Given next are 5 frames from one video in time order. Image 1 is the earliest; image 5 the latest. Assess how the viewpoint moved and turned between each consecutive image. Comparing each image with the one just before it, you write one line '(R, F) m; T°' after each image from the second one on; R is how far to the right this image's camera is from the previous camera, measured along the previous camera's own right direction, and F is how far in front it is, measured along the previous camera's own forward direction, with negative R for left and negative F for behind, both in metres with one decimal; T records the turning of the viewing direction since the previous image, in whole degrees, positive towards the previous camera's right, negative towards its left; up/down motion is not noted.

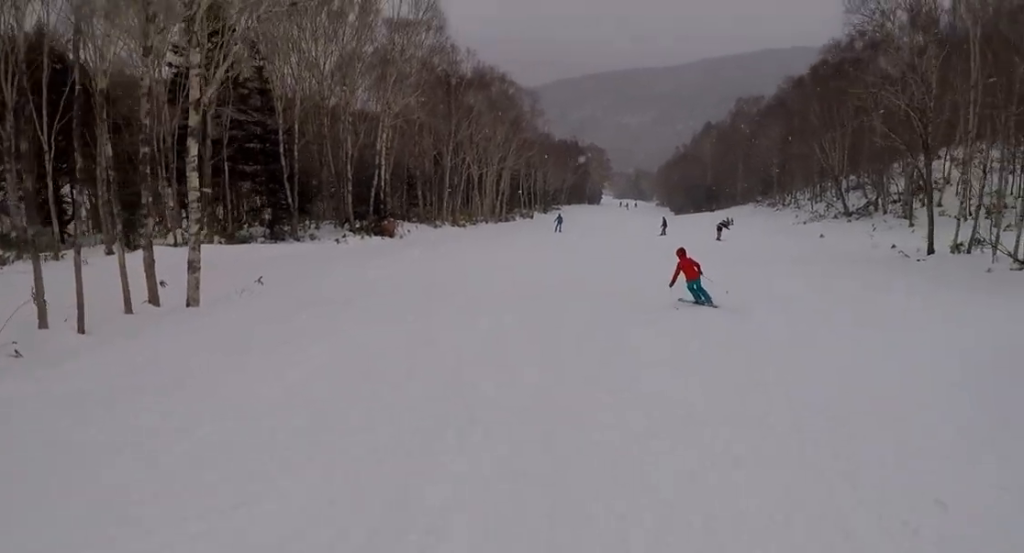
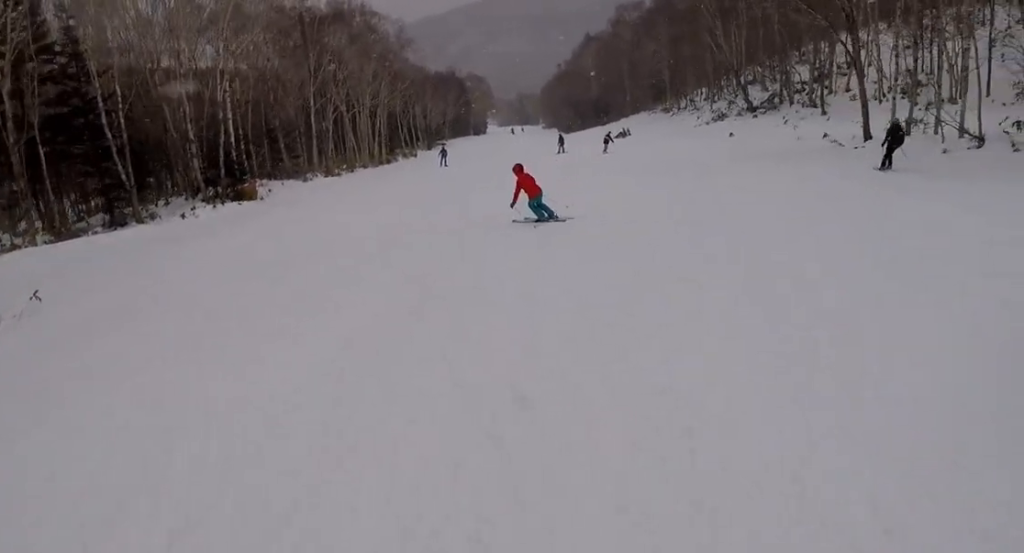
(+0.3, +4.8) m; +6°
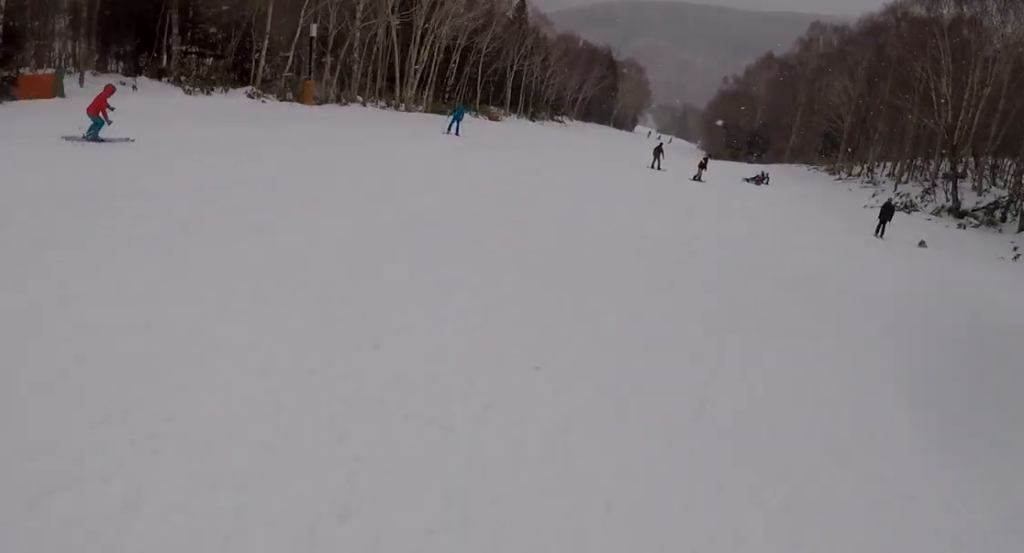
(+1.3, +21.1) m; +4°
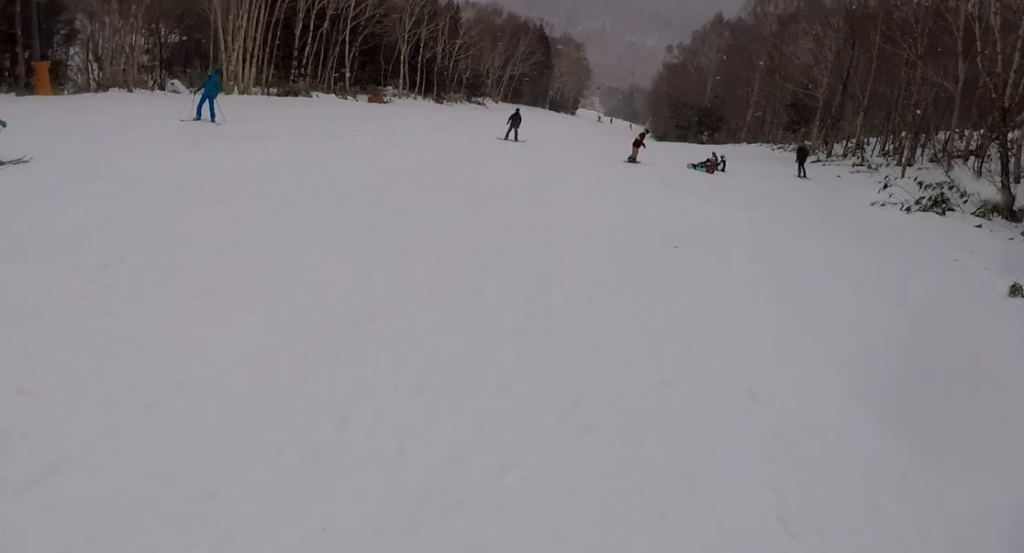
(-0.7, +14.1) m; -7°
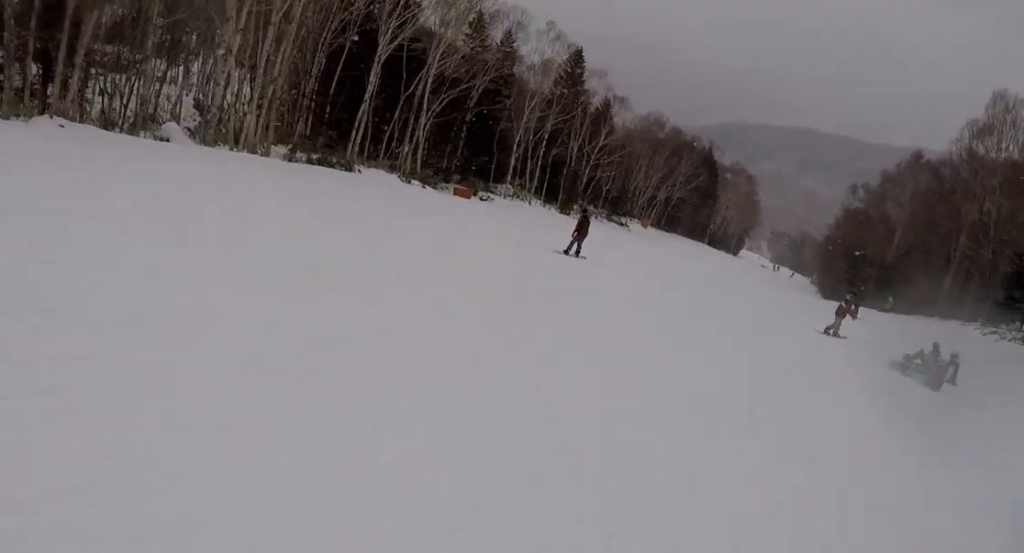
(-1.6, +14.7) m; -21°
